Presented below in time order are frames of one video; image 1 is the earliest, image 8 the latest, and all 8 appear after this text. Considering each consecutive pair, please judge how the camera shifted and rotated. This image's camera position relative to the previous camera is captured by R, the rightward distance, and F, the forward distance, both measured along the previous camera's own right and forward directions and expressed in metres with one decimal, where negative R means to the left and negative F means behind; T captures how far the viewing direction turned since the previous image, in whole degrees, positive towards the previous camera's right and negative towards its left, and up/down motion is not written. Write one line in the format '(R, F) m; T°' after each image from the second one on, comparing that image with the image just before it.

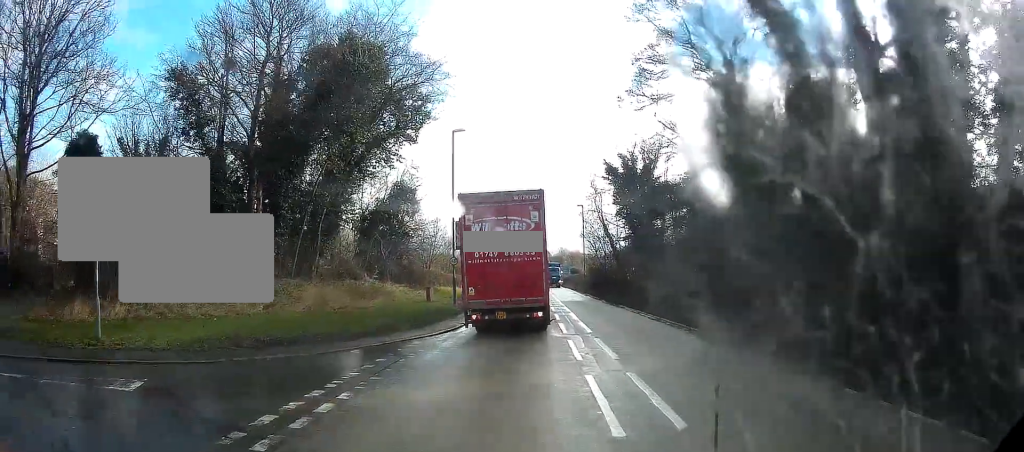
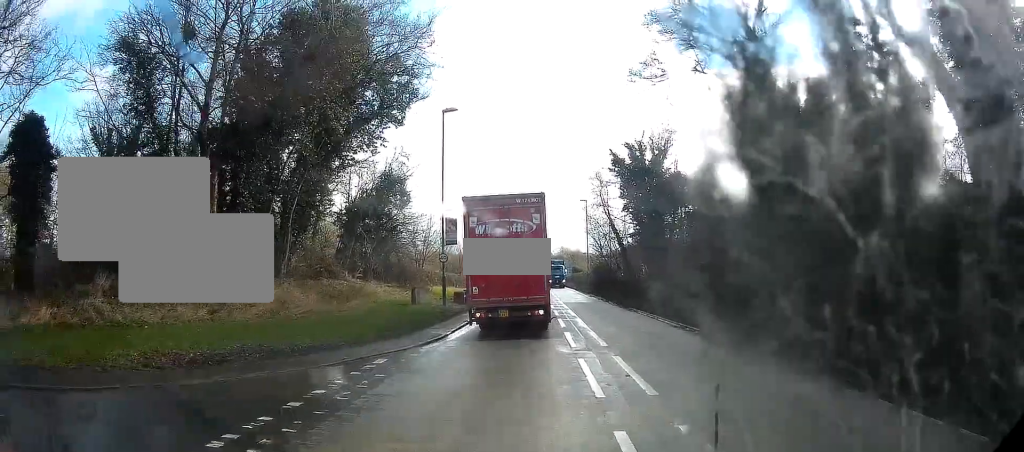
(+0.2, +2.8) m; -1°
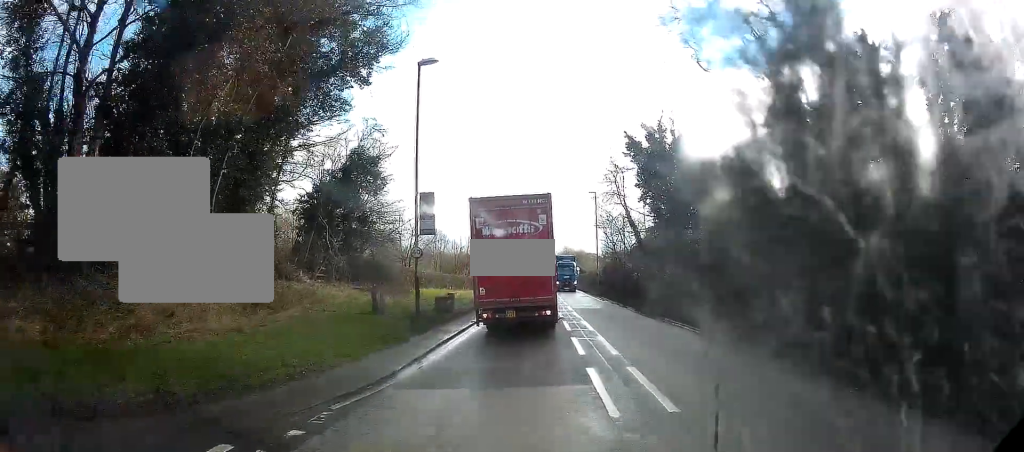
(-0.4, +5.2) m; -5°
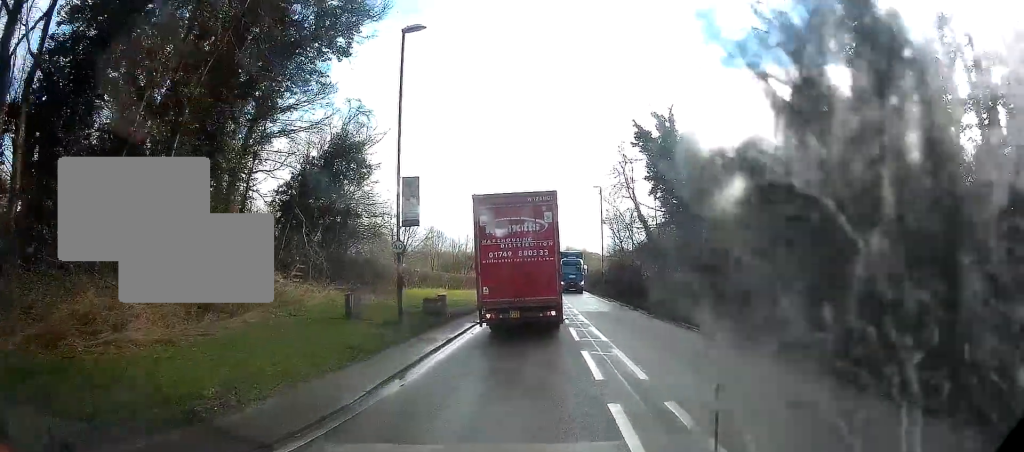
(0.0, +2.4) m; +2°
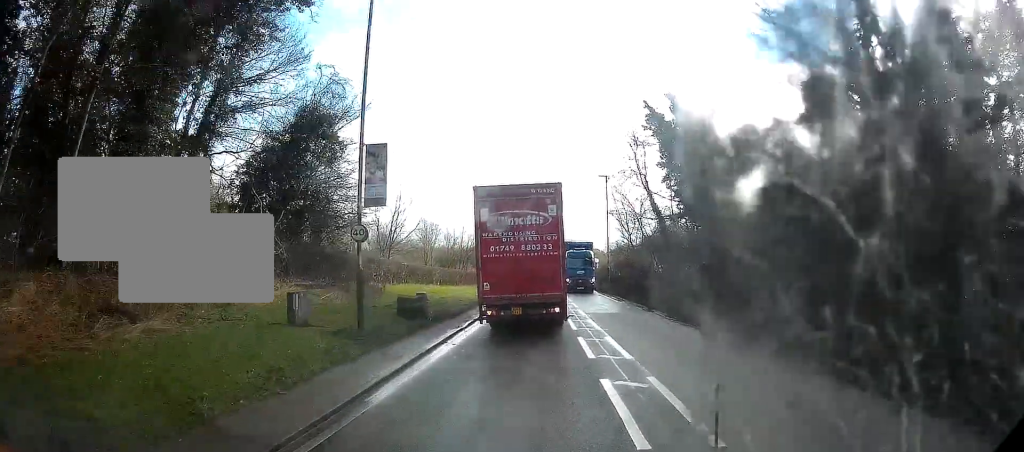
(0.0, +3.2) m; +3°
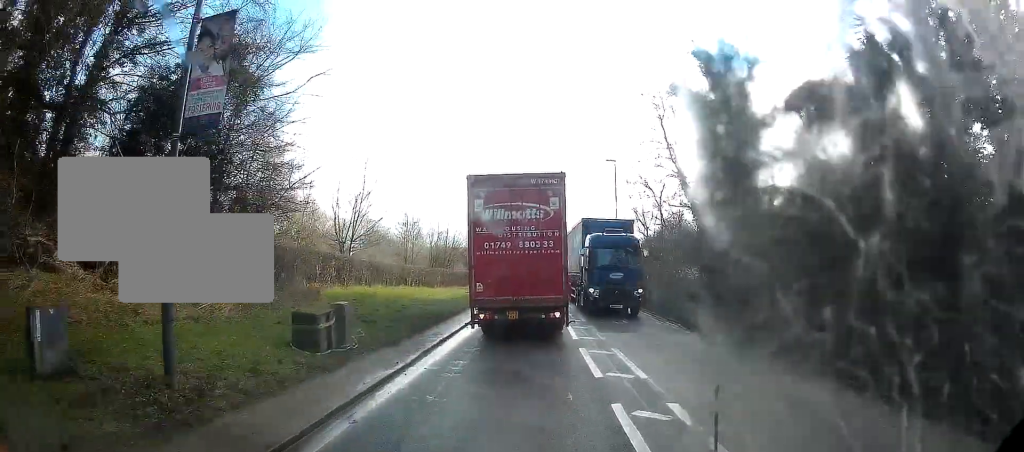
(+0.5, +6.5) m; +7°
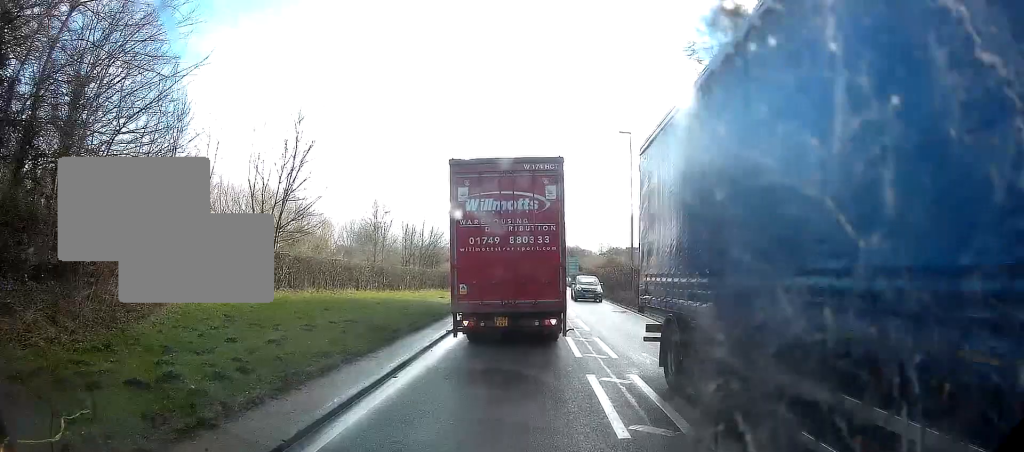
(+0.5, +9.1) m; +4°
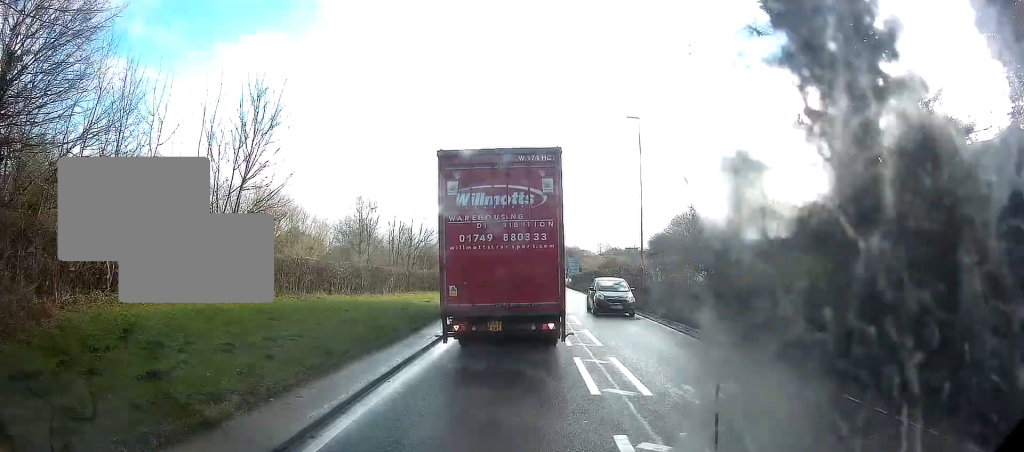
(0.0, +4.0) m; +1°
